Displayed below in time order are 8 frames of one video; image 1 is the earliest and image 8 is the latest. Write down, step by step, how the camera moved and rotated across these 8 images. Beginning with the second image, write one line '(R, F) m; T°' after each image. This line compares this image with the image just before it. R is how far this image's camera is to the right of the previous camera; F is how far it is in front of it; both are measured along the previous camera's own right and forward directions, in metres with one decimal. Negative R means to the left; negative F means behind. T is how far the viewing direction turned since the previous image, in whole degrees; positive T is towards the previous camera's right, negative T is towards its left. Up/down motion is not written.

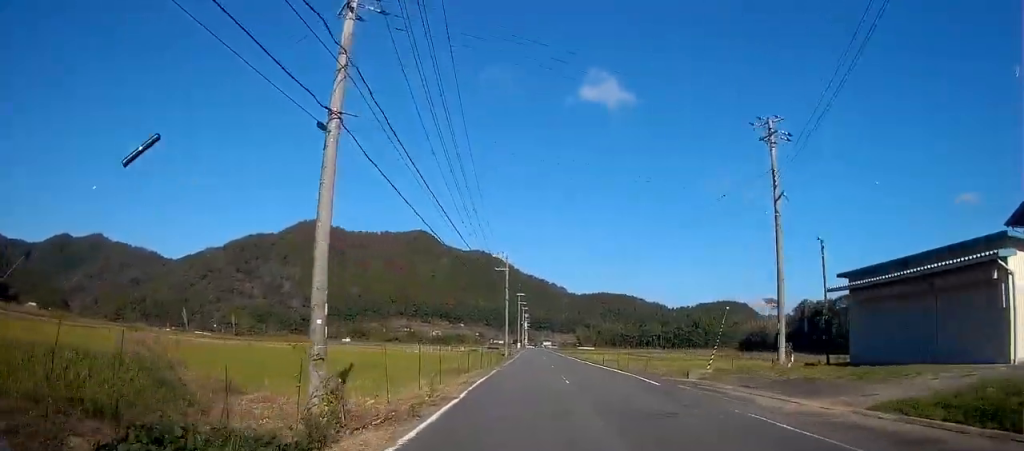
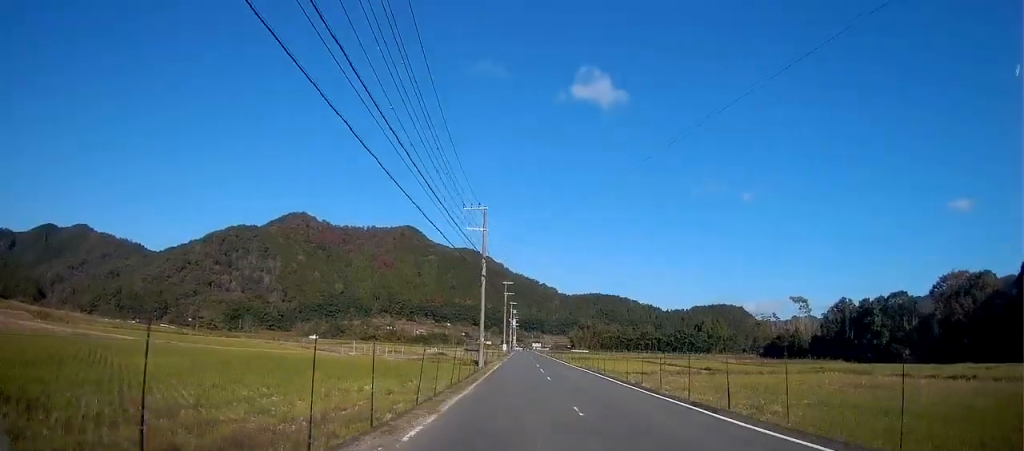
(-0.1, +27.3) m; +1°
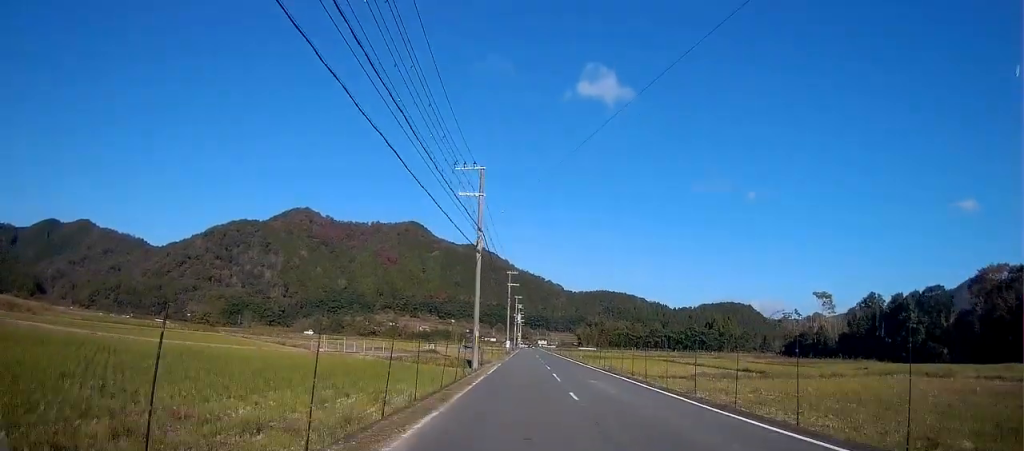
(+0.2, +10.9) m; +1°
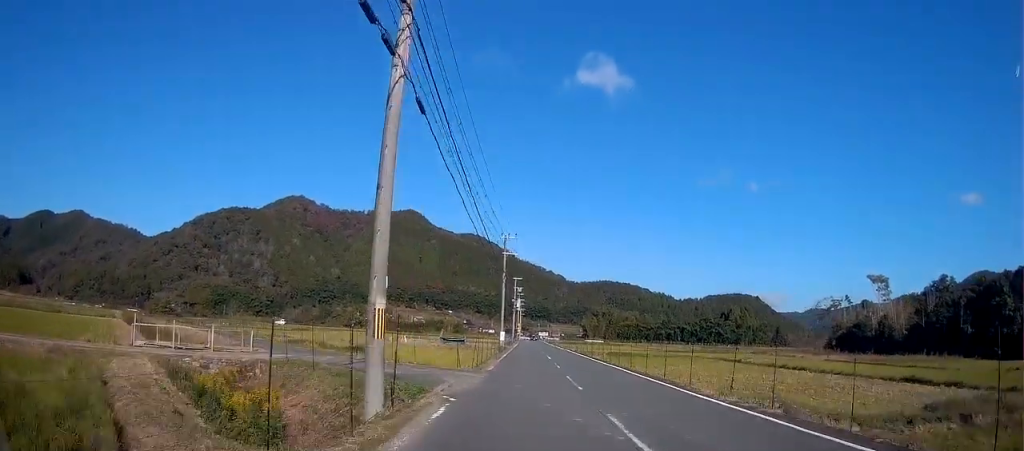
(0.0, +26.2) m; 0°
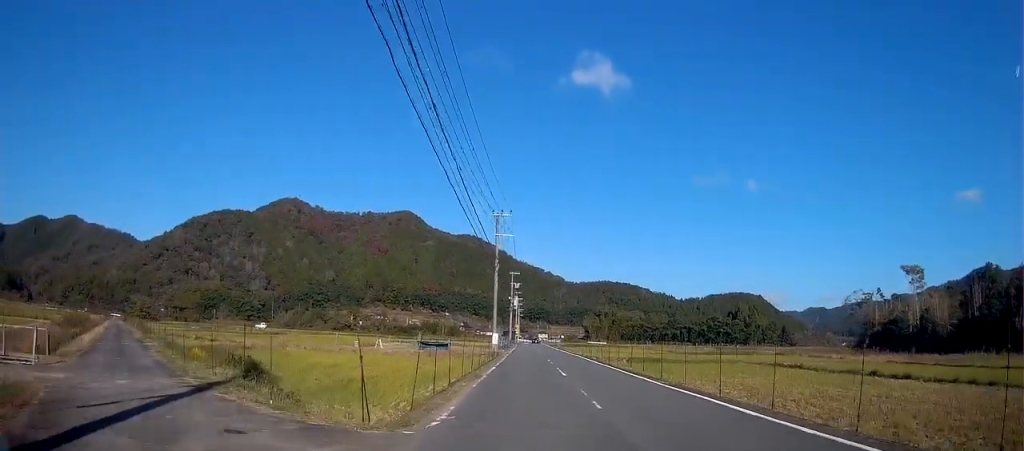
(0.0, +13.8) m; 0°
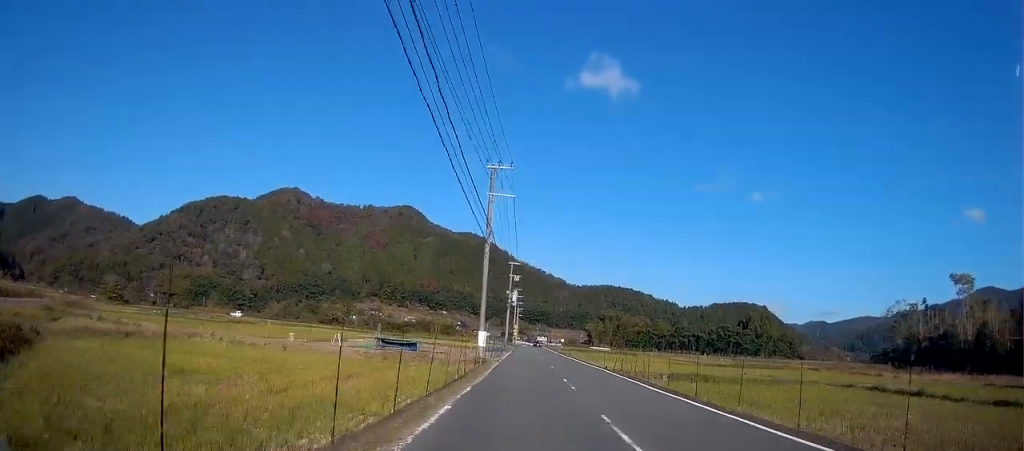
(0.0, +15.5) m; 0°
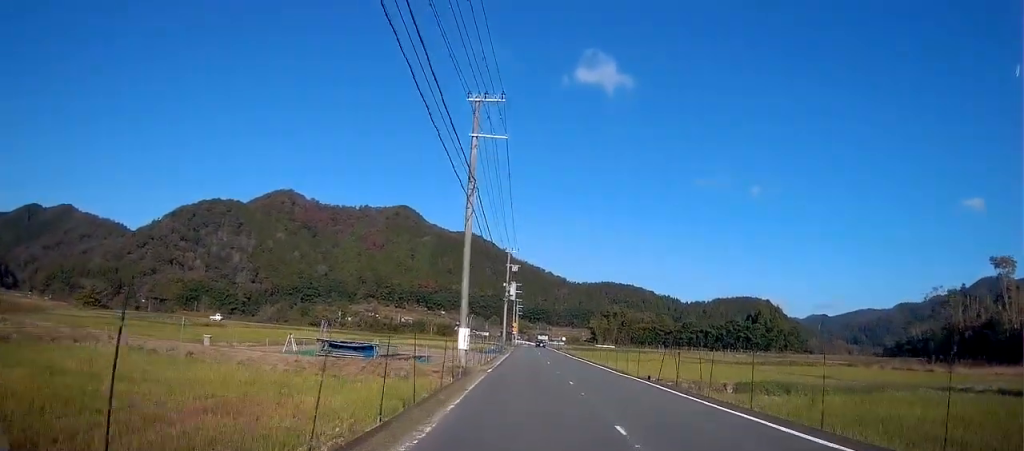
(+0.1, +11.7) m; -1°
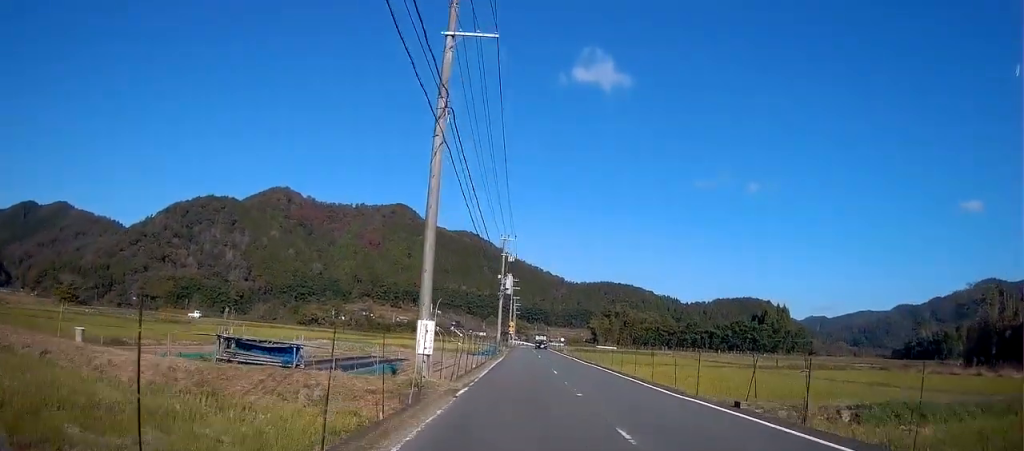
(+0.1, +9.7) m; -1°
